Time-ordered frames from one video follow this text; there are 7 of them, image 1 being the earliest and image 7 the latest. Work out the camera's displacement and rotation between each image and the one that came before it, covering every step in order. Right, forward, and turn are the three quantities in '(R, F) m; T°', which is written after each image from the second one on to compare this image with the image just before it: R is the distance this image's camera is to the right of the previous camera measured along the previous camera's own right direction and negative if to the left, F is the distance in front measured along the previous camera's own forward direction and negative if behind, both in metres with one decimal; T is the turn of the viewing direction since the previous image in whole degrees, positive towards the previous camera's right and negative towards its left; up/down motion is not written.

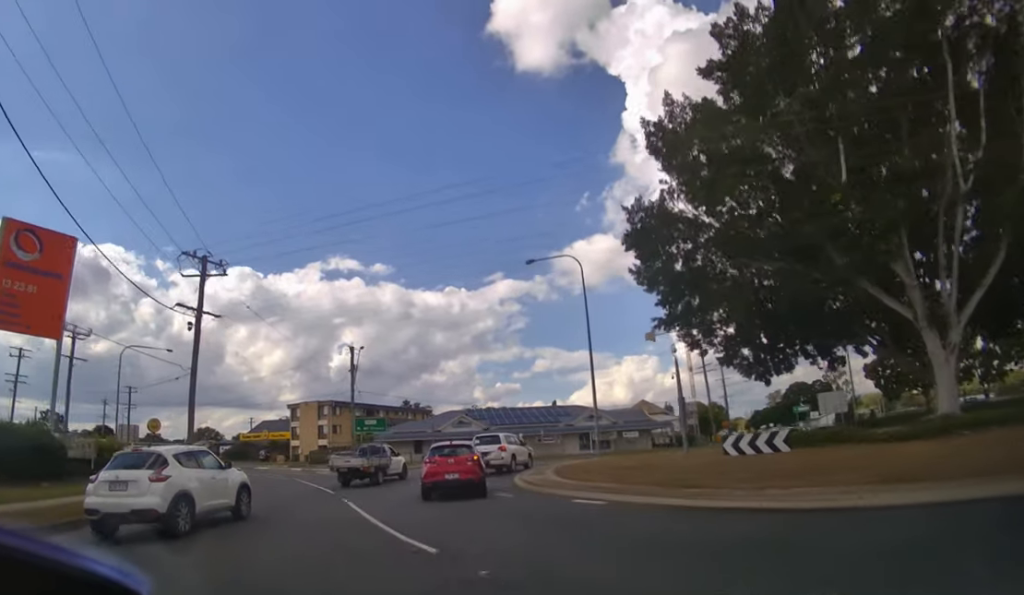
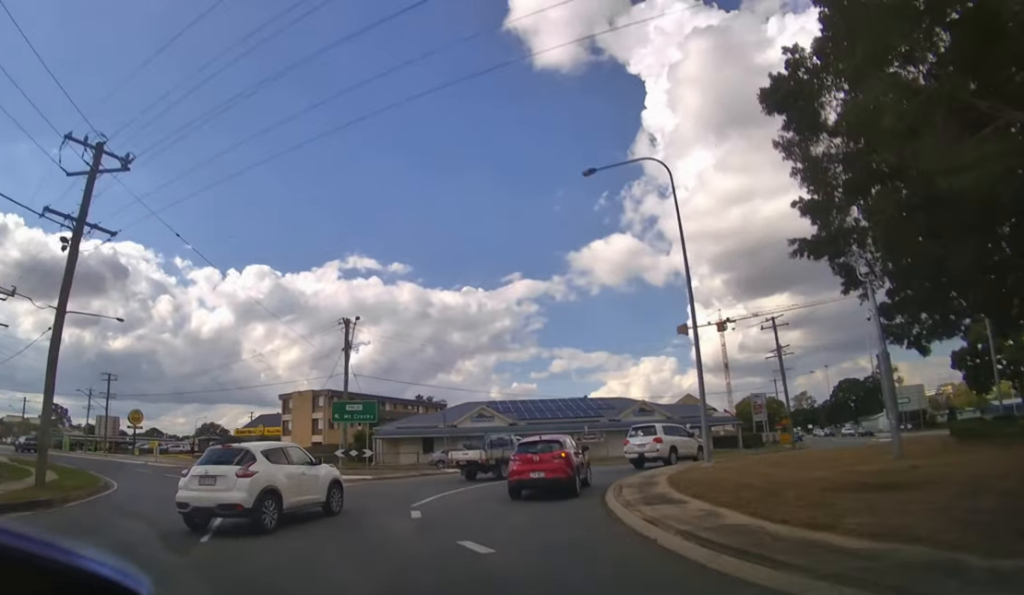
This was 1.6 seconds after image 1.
(-0.4, +8.9) m; -1°
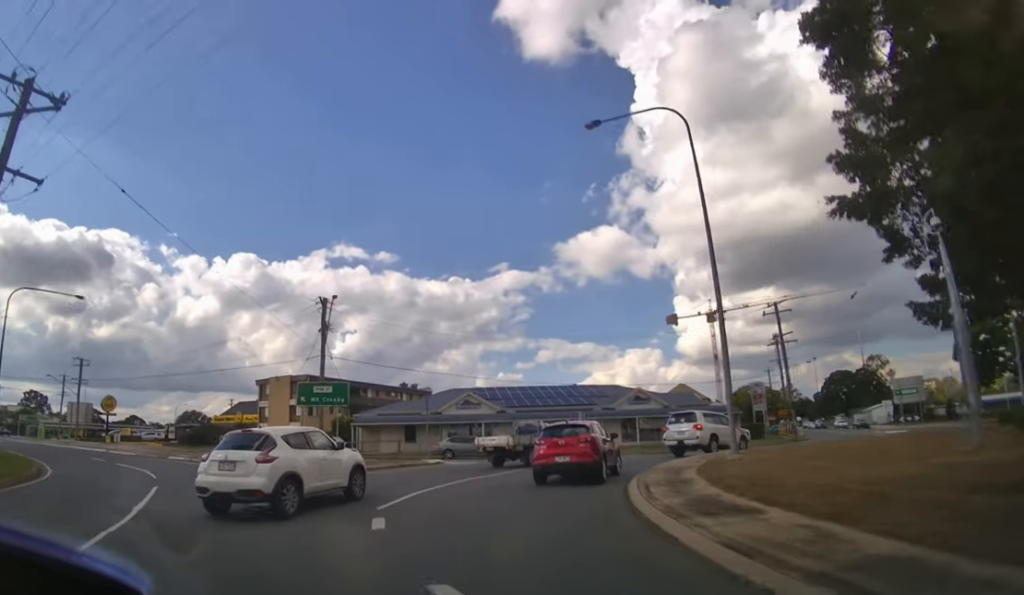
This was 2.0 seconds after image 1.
(0.0, +2.5) m; +2°
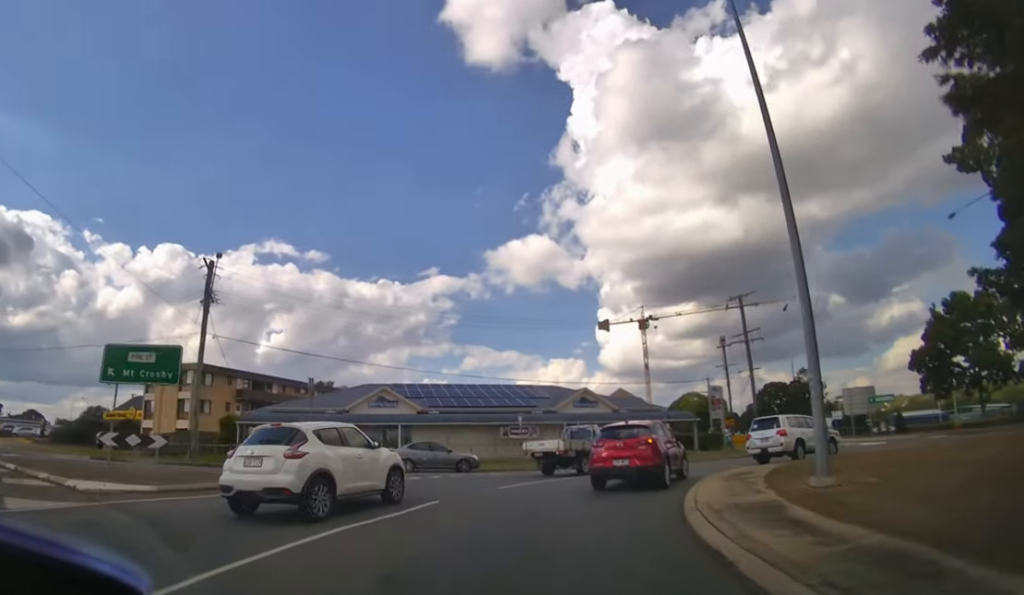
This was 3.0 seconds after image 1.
(+0.3, +7.2) m; +11°
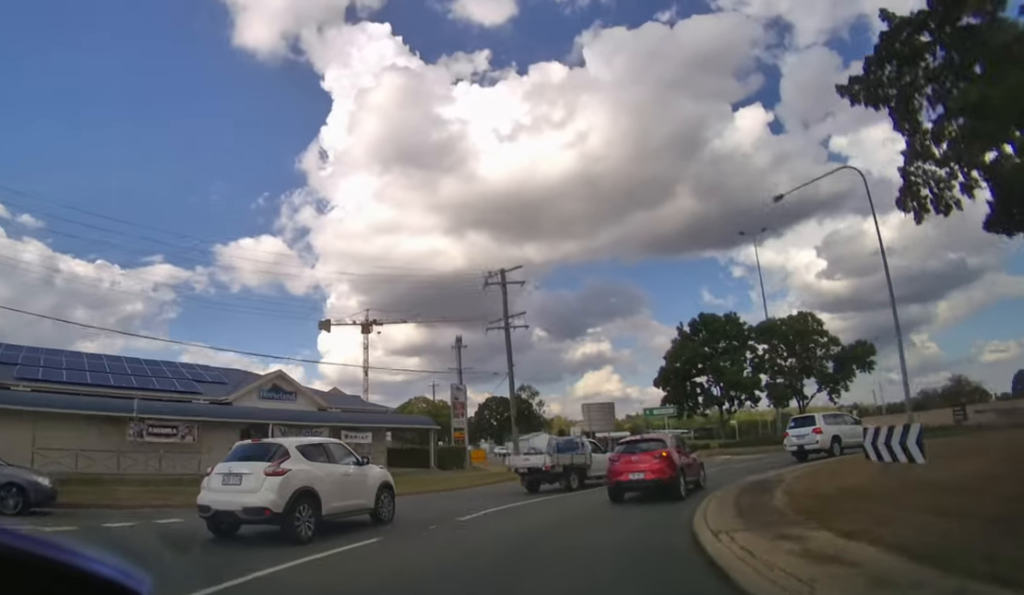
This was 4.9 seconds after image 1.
(+3.6, +15.1) m; +29°
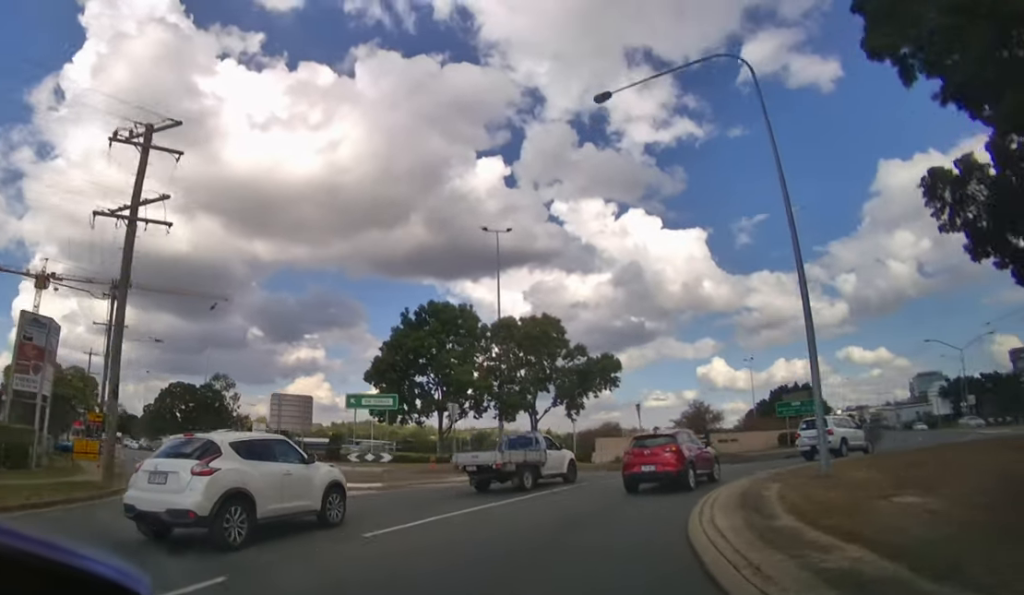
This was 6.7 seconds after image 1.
(+5.3, +12.9) m; +40°
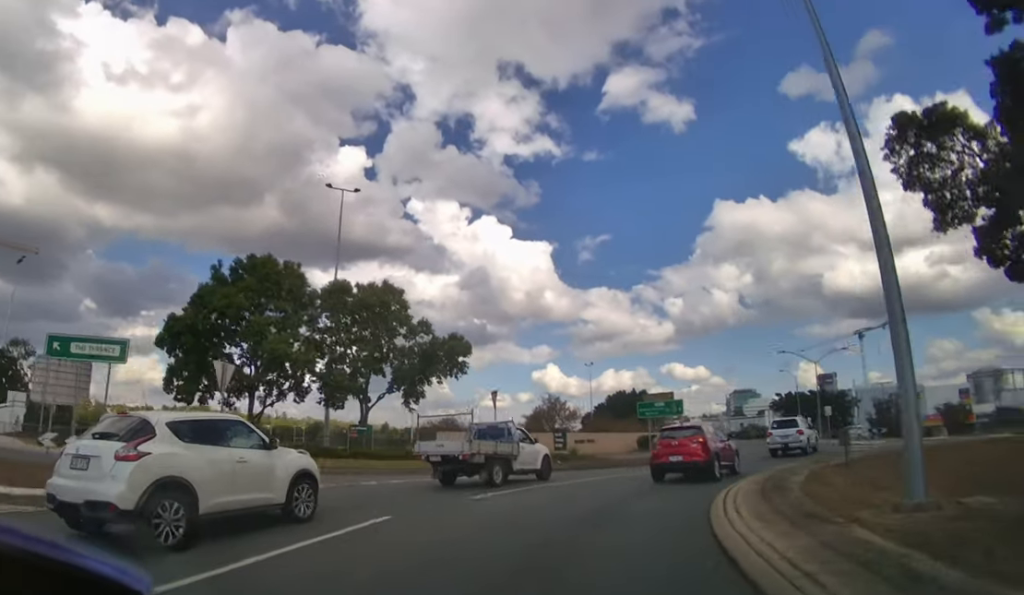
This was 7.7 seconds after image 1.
(+1.2, +7.8) m; +18°
